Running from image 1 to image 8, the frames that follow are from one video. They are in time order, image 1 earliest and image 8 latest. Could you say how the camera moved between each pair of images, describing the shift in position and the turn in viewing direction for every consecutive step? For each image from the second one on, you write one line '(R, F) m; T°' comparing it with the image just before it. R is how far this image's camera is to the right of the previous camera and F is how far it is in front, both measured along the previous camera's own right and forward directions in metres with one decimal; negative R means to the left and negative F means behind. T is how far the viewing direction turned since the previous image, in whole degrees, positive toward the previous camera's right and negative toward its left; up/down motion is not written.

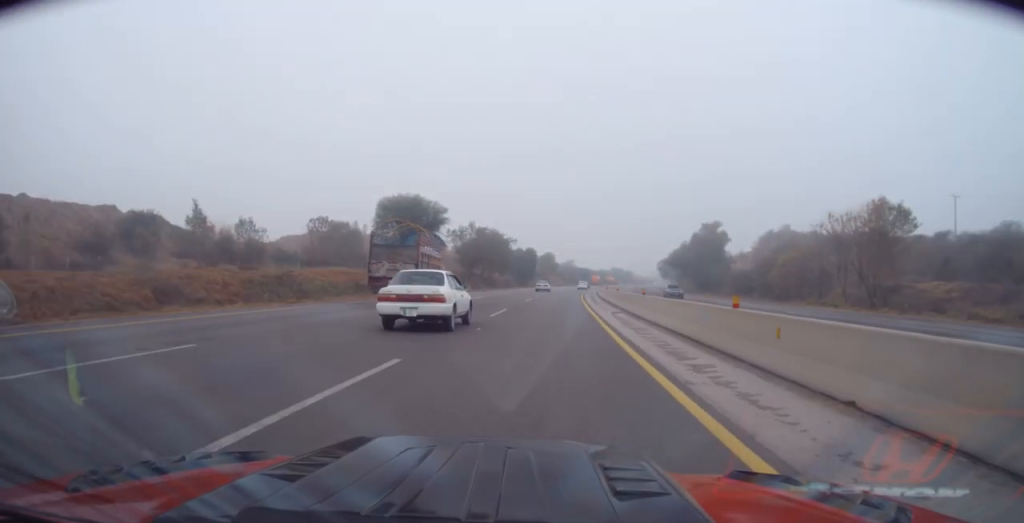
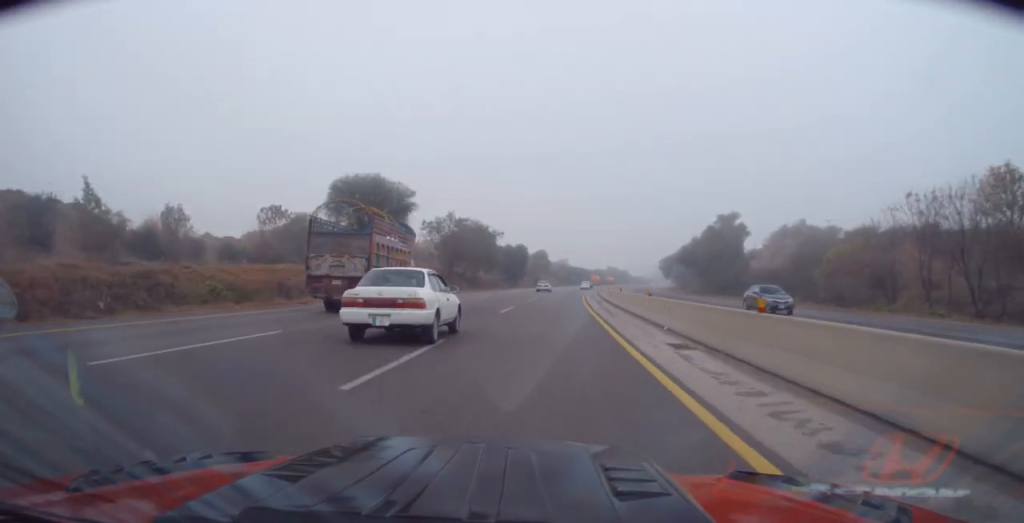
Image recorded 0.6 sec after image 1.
(0.0, +14.4) m; +1°
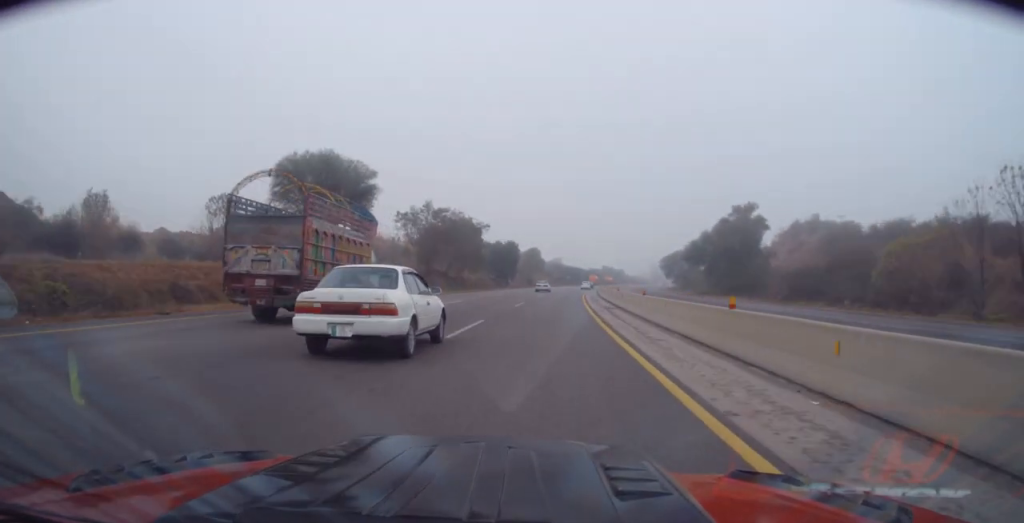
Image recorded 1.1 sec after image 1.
(-0.2, +11.2) m; +1°
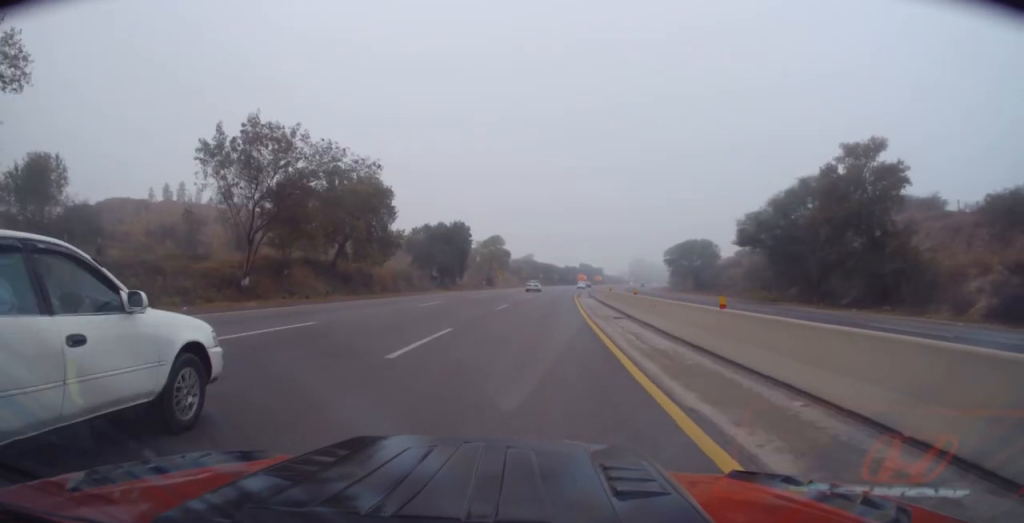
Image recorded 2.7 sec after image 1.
(+0.7, +39.3) m; +2°
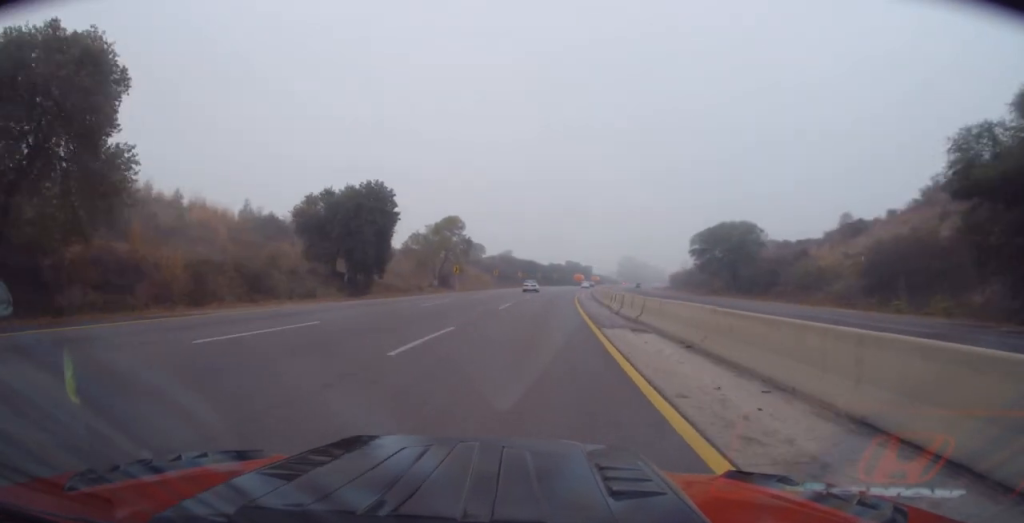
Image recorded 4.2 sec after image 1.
(+1.1, +35.0) m; +2°
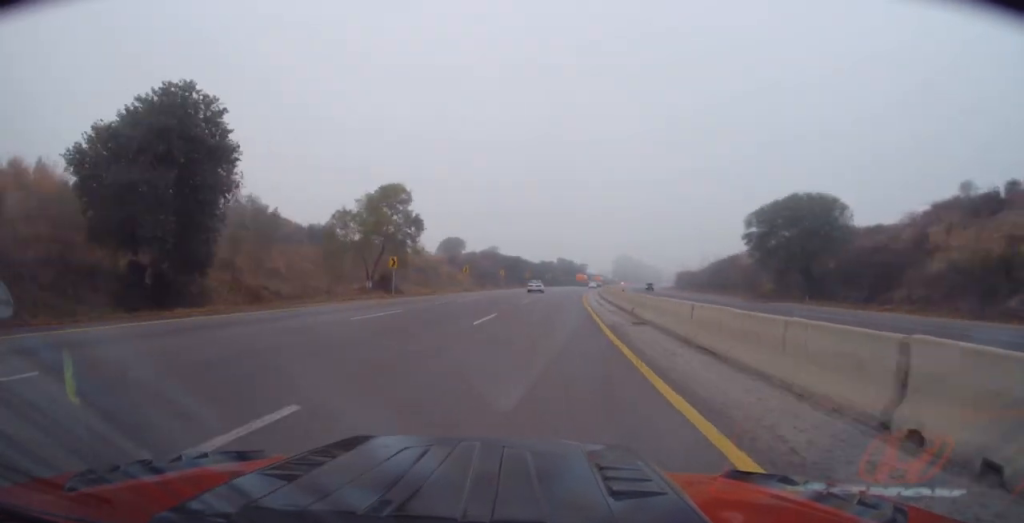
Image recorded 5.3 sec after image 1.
(-0.4, +27.8) m; -1°
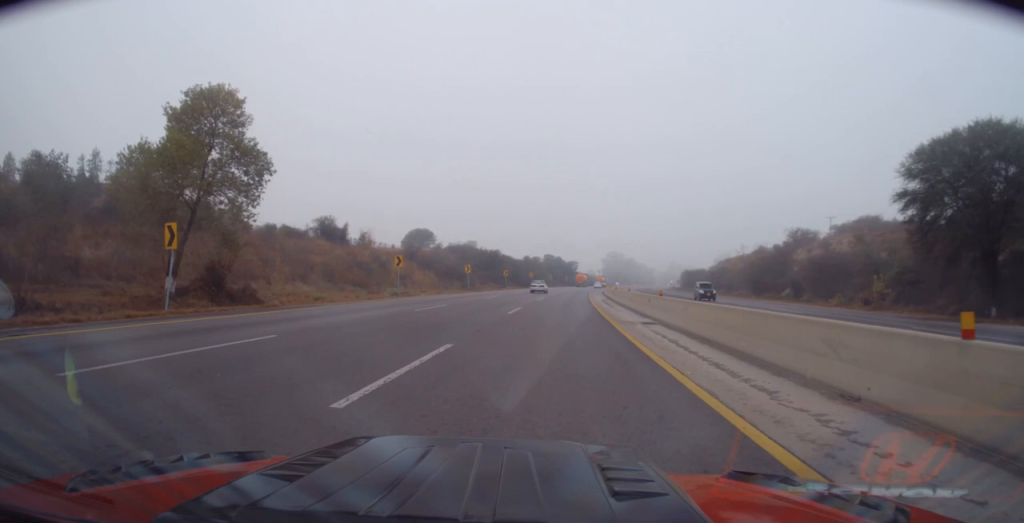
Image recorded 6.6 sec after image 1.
(+0.2, +29.4) m; +1°
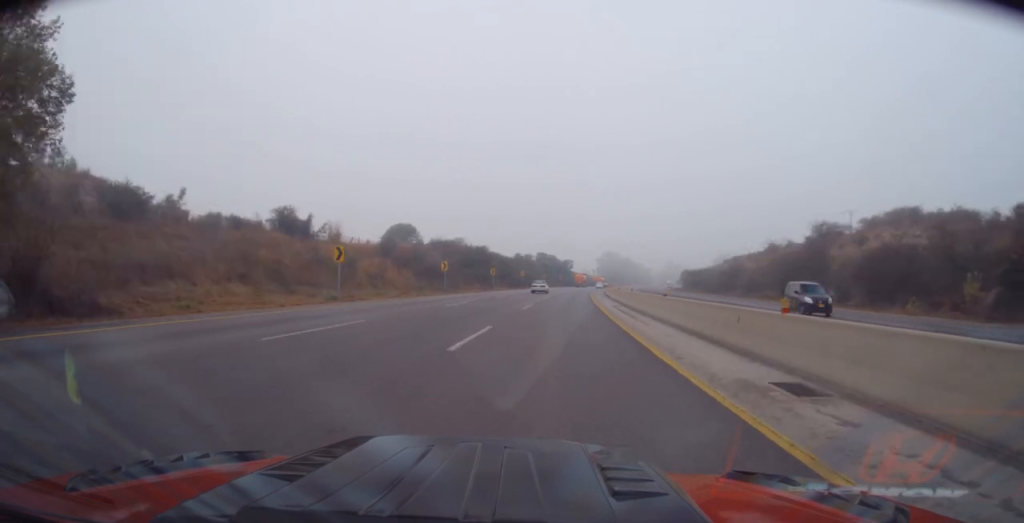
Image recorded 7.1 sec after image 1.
(0.0, +12.7) m; +1°
